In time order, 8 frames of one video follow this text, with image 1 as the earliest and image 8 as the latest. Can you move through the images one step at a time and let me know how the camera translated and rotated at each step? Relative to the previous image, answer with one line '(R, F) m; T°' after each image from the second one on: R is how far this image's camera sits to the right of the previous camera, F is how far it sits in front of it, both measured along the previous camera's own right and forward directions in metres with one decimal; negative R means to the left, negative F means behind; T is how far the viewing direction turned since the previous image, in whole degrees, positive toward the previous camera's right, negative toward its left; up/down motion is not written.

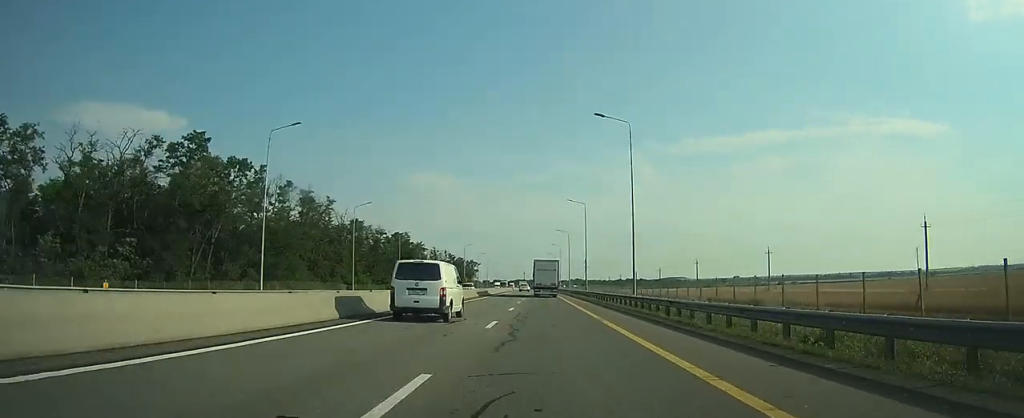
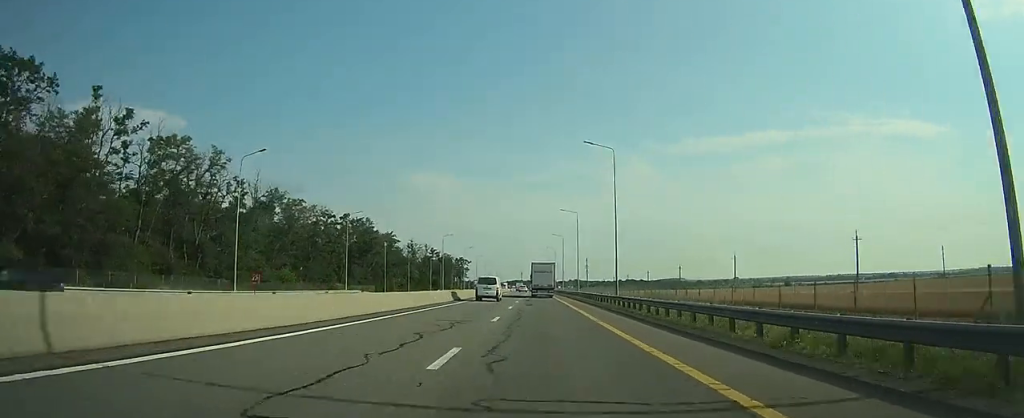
(0.0, +33.0) m; 0°
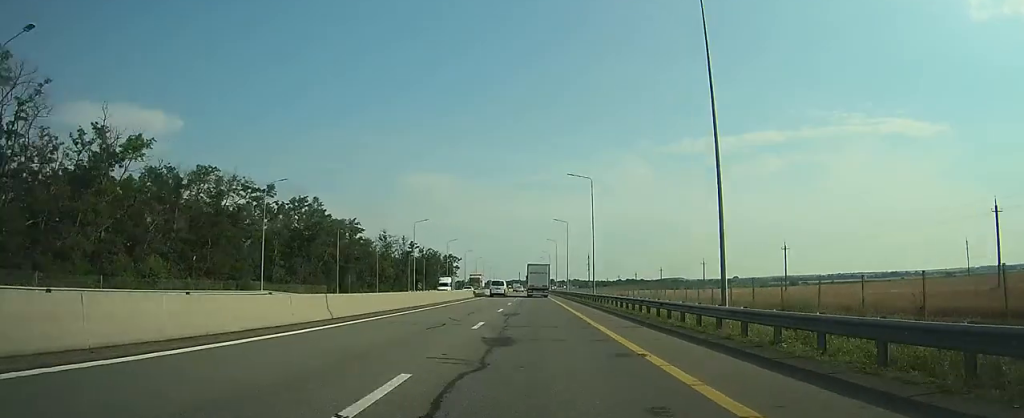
(+0.1, +27.7) m; 0°
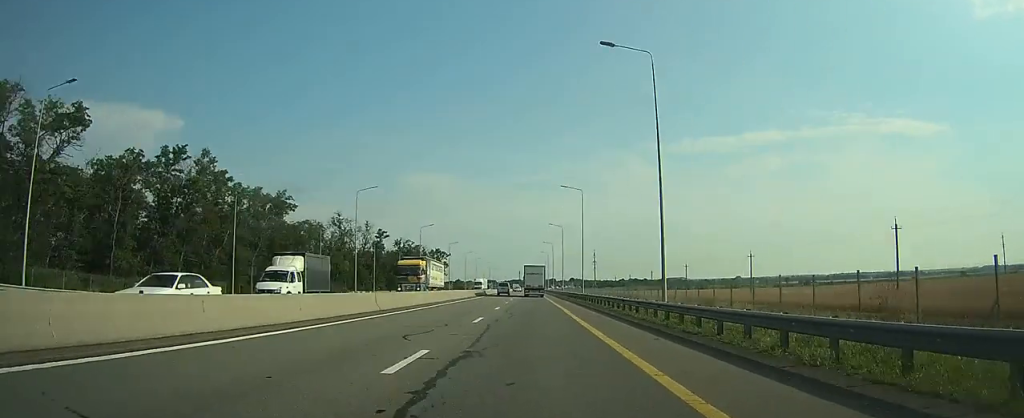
(-0.2, +33.0) m; 0°
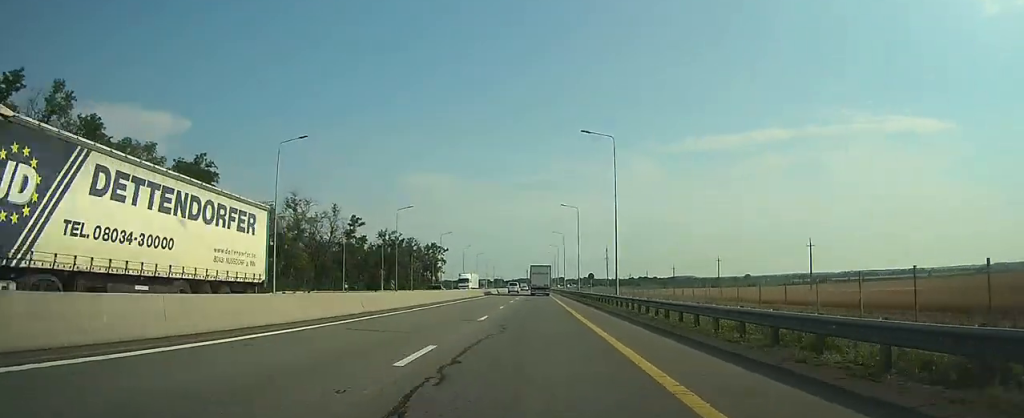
(+0.1, +23.3) m; 0°
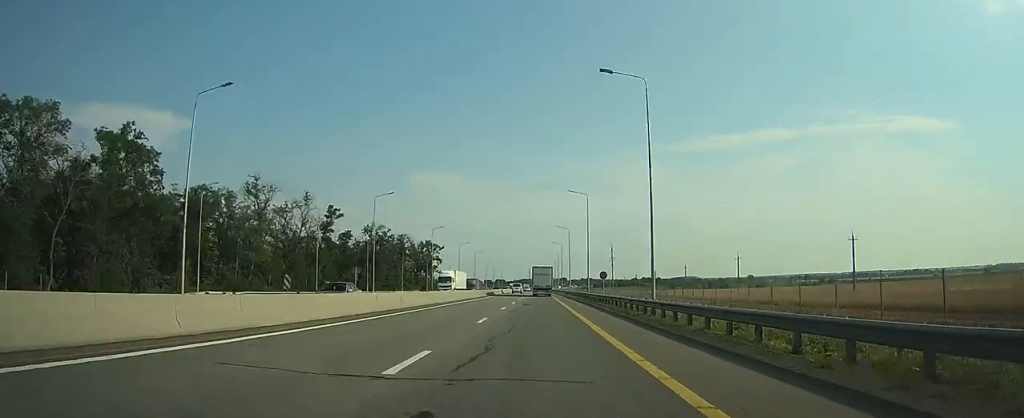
(0.0, +12.8) m; 0°
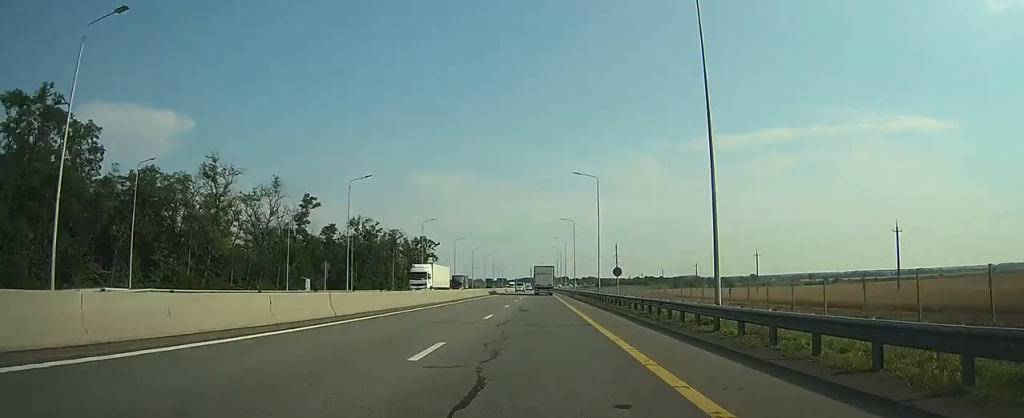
(0.0, +10.6) m; 0°
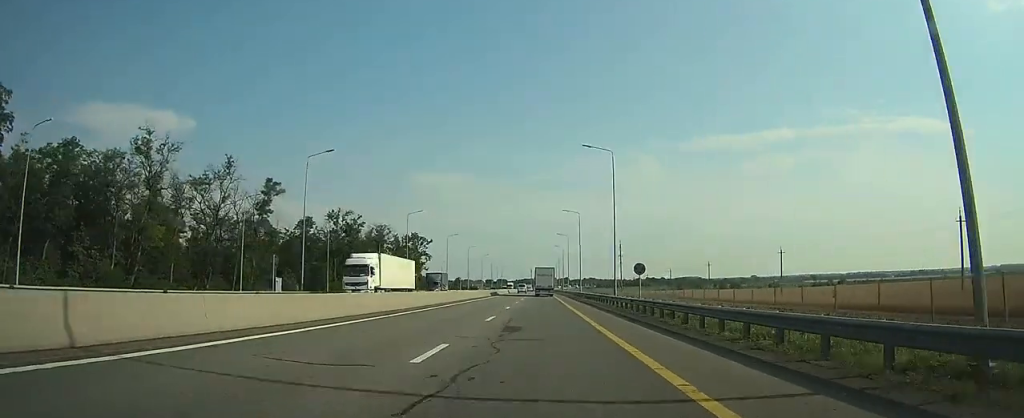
(-0.1, +12.1) m; 0°
